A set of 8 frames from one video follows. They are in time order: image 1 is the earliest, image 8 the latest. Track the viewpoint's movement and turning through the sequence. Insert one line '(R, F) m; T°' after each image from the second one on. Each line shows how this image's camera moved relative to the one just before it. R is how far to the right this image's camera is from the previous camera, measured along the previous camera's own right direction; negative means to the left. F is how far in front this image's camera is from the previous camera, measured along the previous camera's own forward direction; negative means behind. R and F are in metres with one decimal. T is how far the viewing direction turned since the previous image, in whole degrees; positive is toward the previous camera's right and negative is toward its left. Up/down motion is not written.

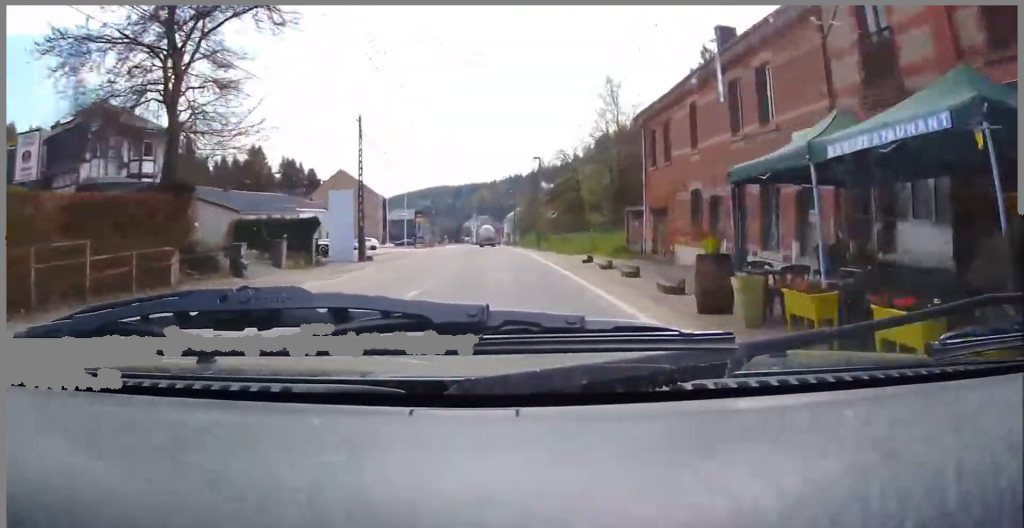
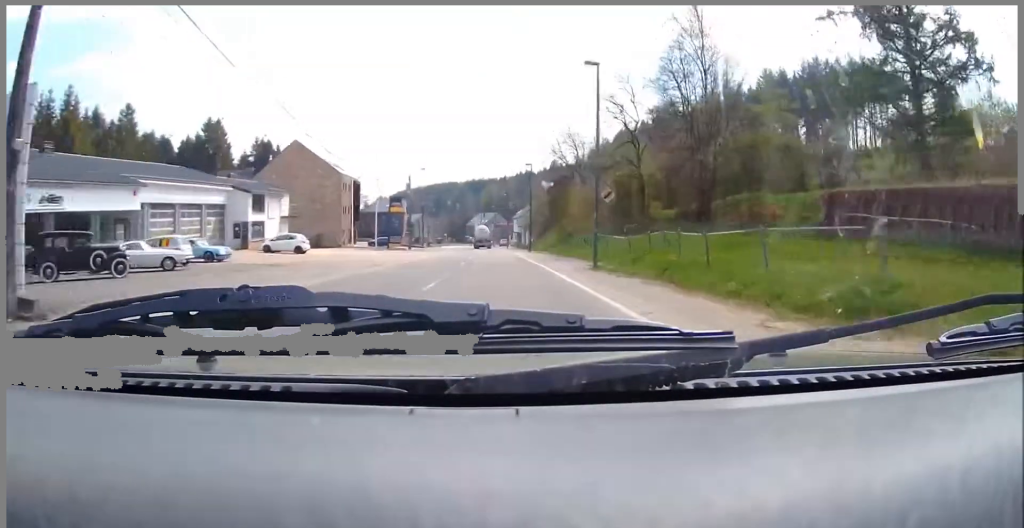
(-1.3, +31.2) m; -2°
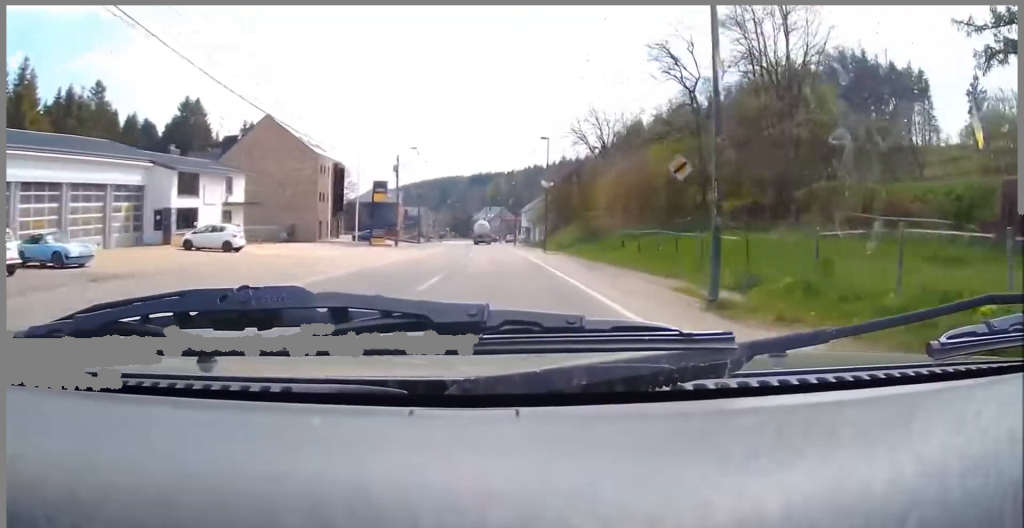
(-0.1, +14.4) m; +1°
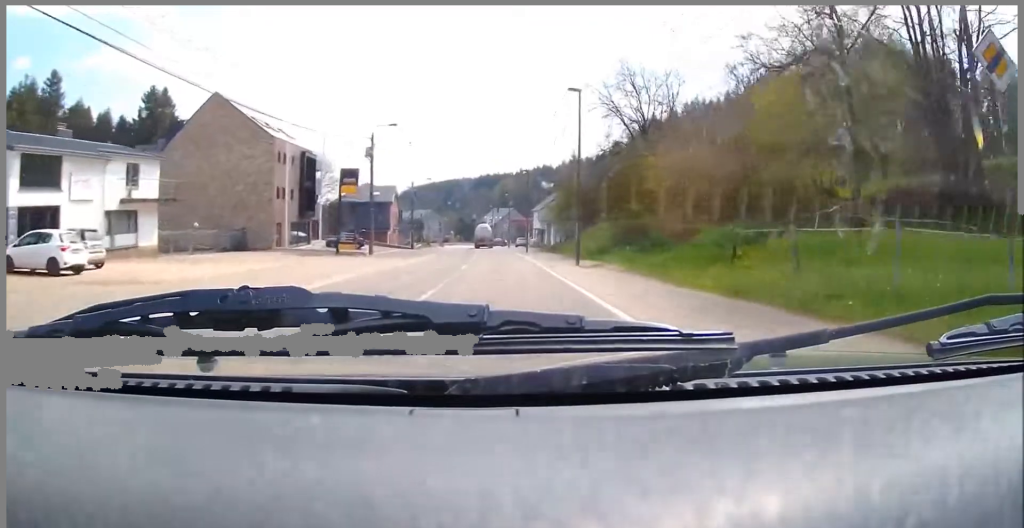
(+0.5, +17.1) m; +1°
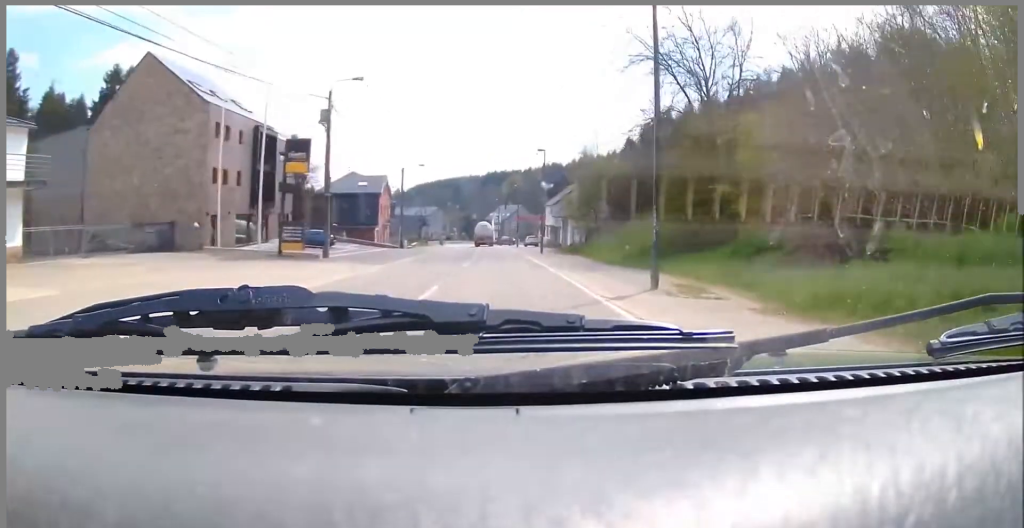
(-0.1, +15.2) m; 0°
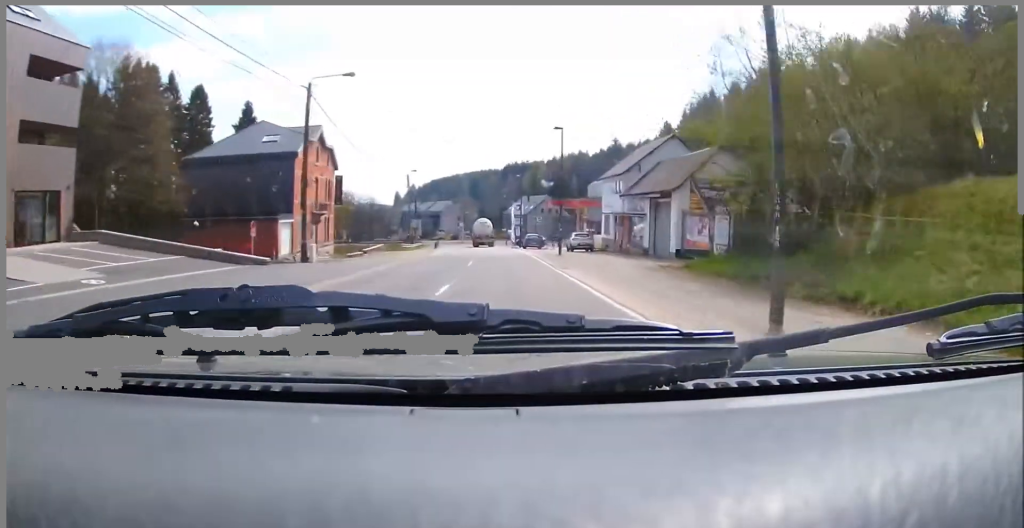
(-1.6, +42.0) m; -4°
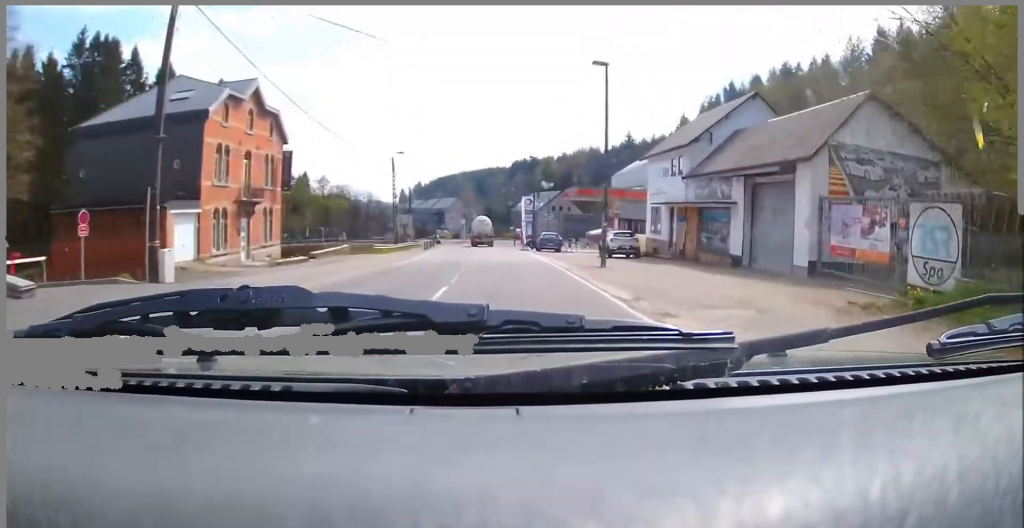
(0.0, +16.8) m; 0°
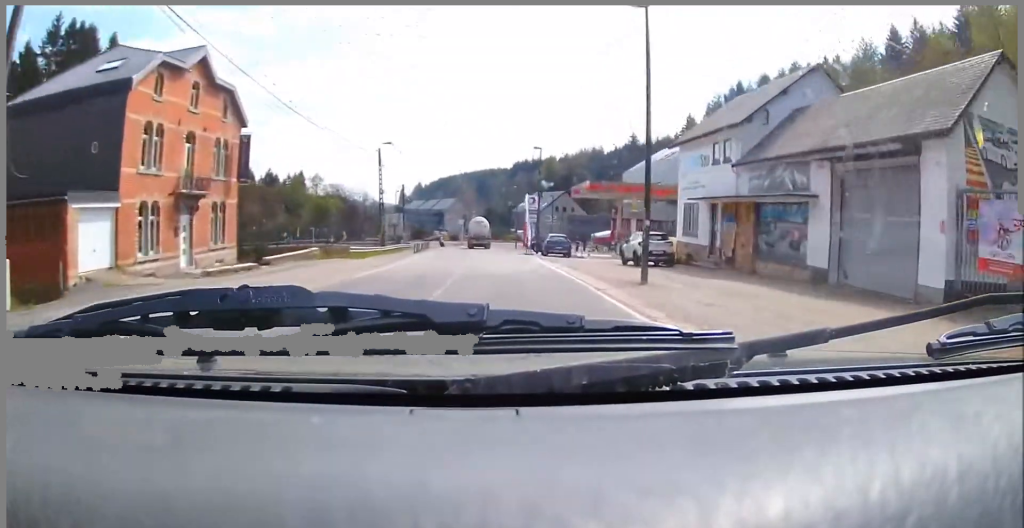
(+0.3, +8.2) m; 0°
